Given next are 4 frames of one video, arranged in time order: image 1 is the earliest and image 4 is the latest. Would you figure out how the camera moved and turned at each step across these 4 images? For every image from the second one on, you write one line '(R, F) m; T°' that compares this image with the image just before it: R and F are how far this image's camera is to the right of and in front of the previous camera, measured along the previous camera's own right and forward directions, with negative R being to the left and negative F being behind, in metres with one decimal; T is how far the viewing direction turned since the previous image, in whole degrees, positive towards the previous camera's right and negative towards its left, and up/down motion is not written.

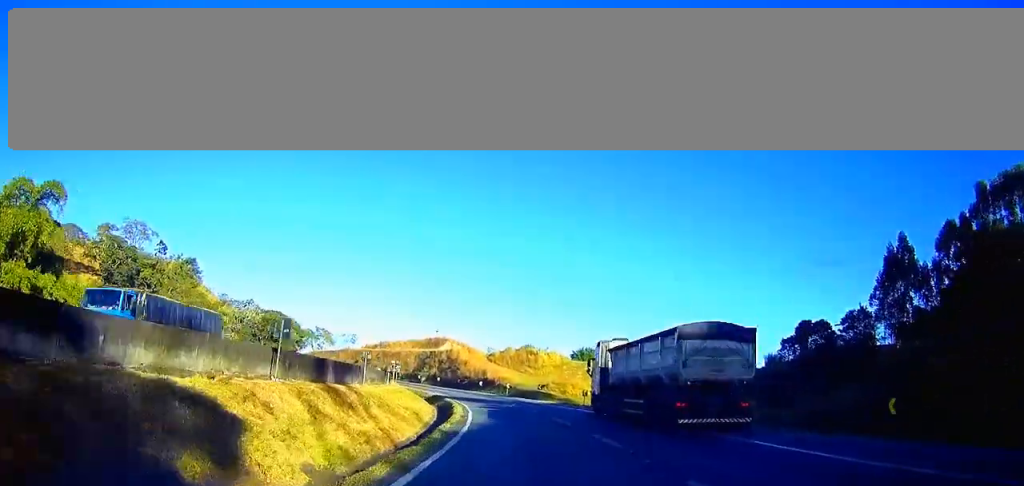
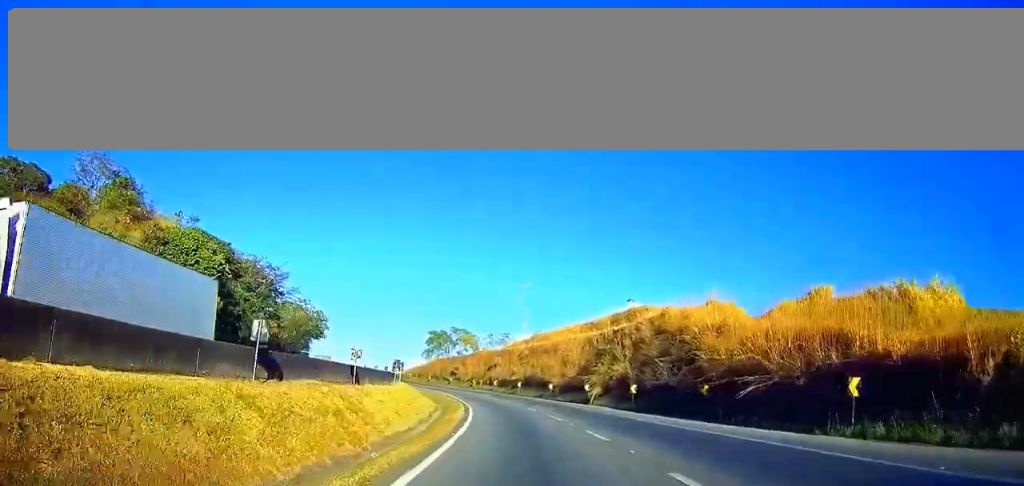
(-12.5, +89.1) m; -17°
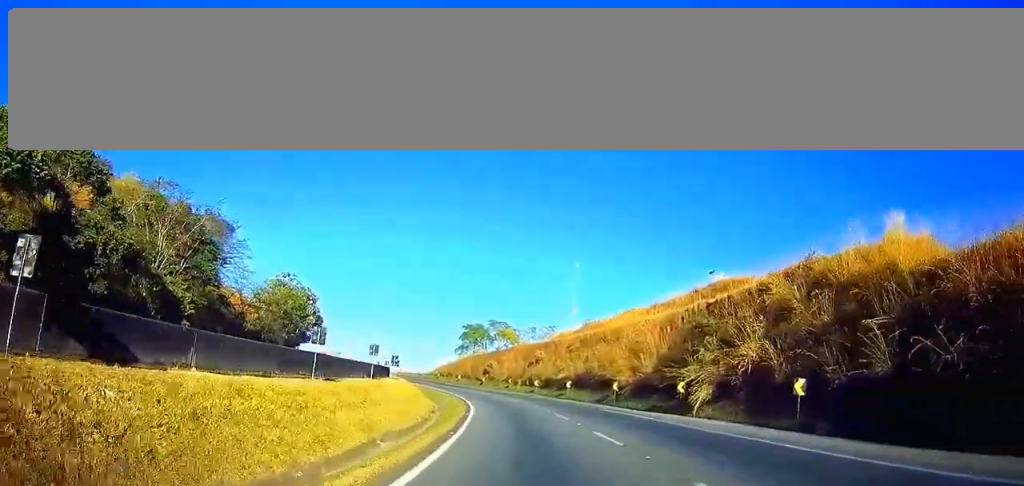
(-1.0, +24.4) m; -4°
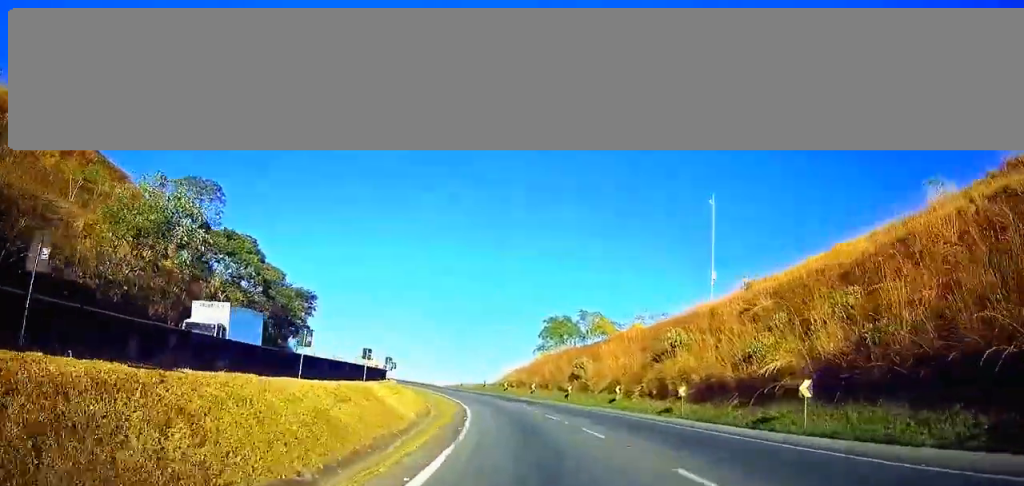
(-2.8, +44.1) m; -8°
